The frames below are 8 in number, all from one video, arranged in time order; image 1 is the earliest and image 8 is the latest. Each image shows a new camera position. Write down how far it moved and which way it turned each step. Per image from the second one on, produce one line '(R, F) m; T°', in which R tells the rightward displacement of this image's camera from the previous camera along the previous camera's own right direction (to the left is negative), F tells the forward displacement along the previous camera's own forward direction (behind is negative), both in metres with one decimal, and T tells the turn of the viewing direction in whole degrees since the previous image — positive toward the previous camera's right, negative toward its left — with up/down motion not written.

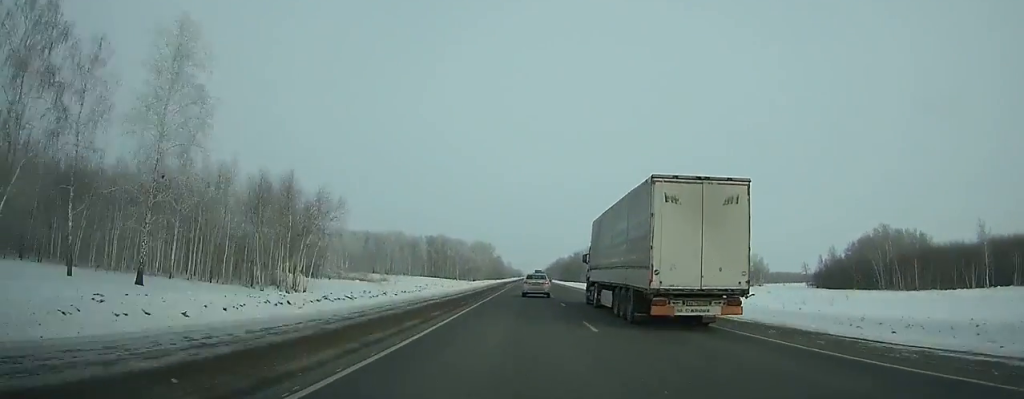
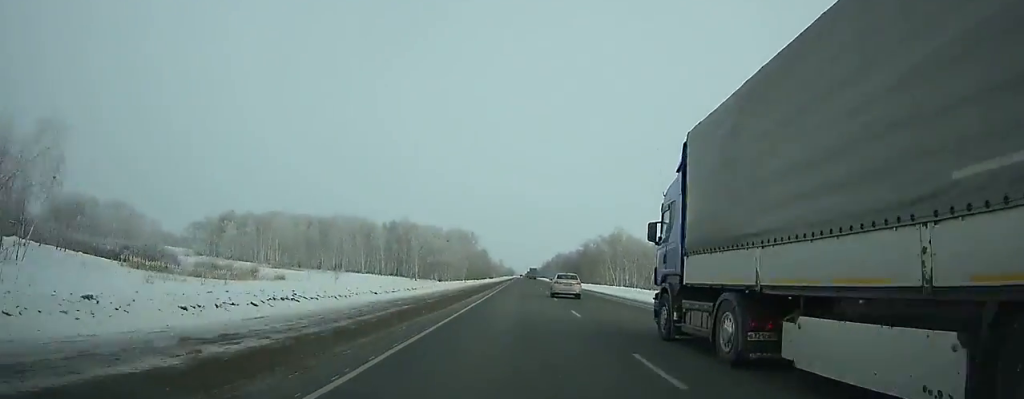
(+0.4, +66.8) m; +1°
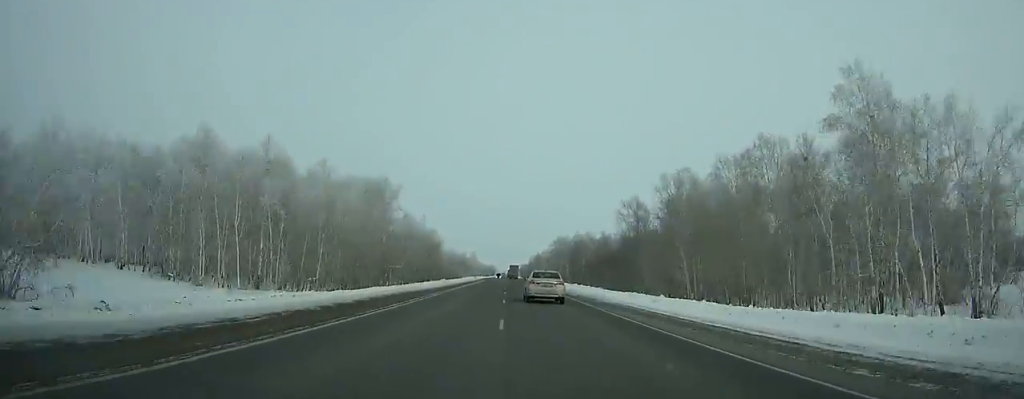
(+1.6, +121.7) m; +1°
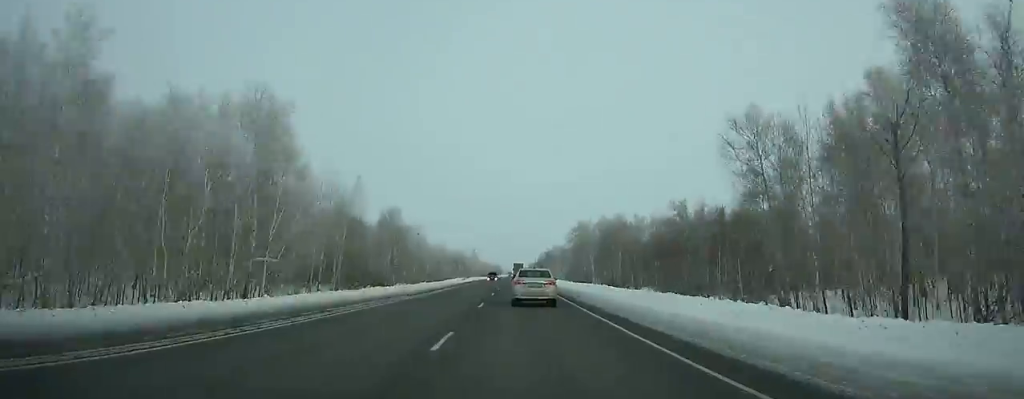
(-0.2, +50.1) m; 0°
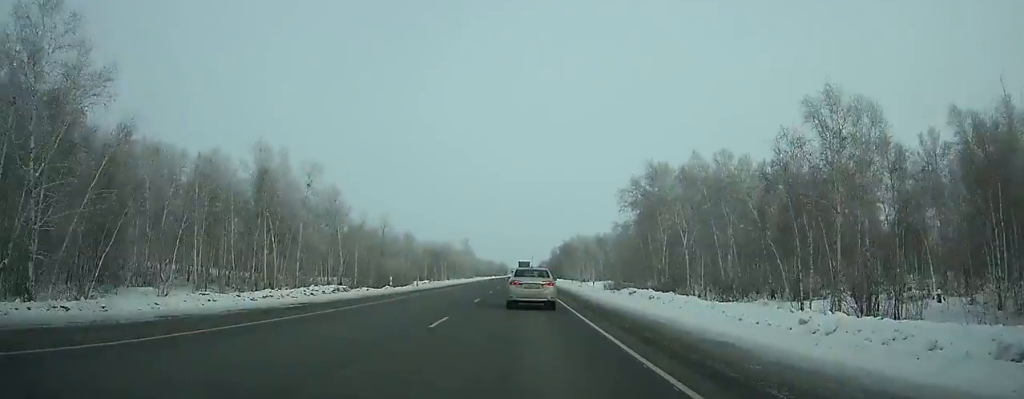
(-0.5, +80.4) m; -1°
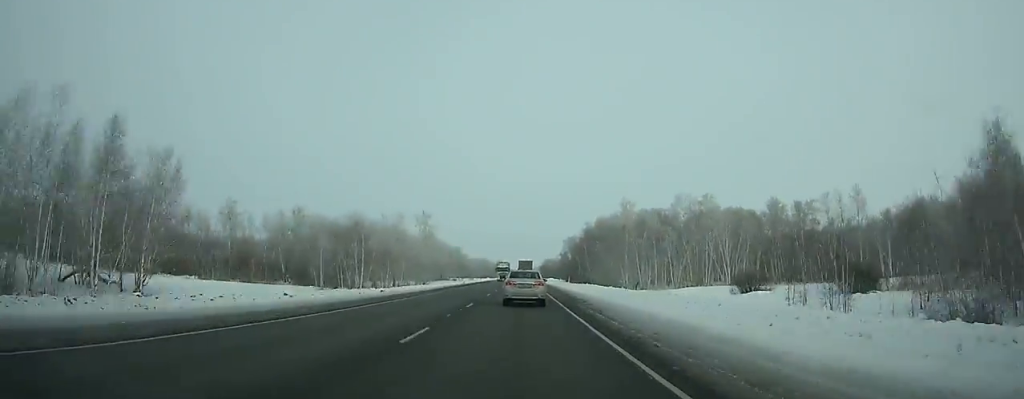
(-0.5, +101.3) m; 0°
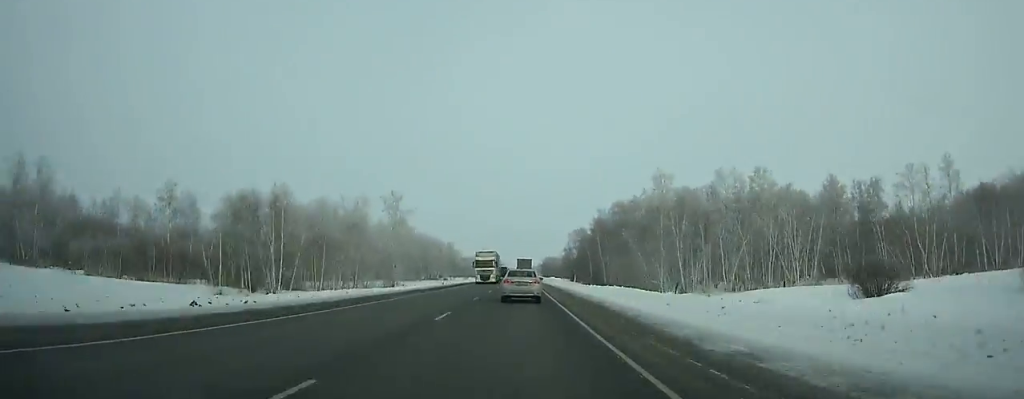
(0.0, +32.1) m; 0°
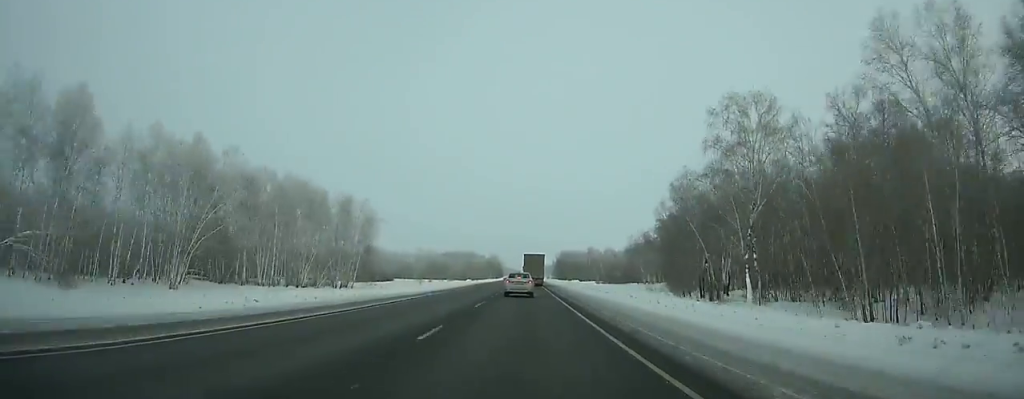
(-0.4, +159.4) m; 0°
